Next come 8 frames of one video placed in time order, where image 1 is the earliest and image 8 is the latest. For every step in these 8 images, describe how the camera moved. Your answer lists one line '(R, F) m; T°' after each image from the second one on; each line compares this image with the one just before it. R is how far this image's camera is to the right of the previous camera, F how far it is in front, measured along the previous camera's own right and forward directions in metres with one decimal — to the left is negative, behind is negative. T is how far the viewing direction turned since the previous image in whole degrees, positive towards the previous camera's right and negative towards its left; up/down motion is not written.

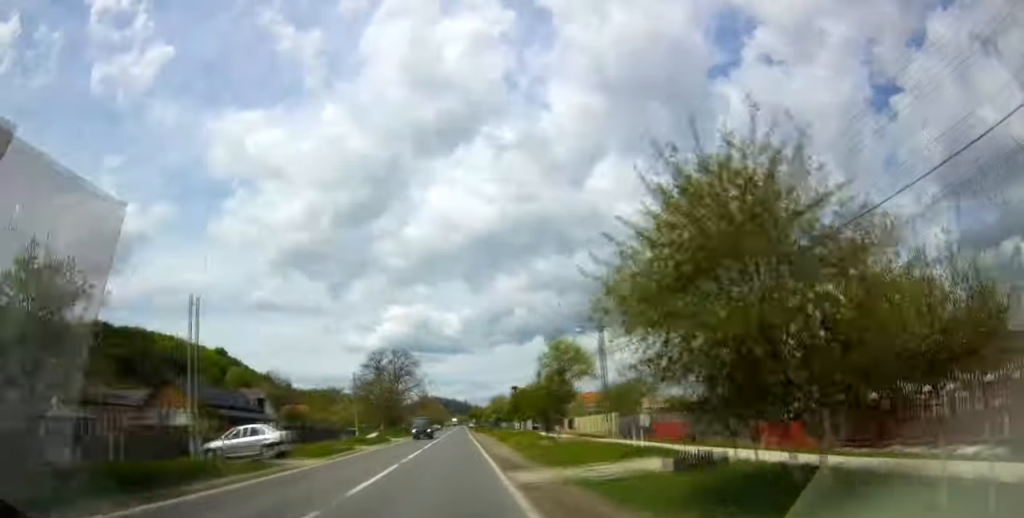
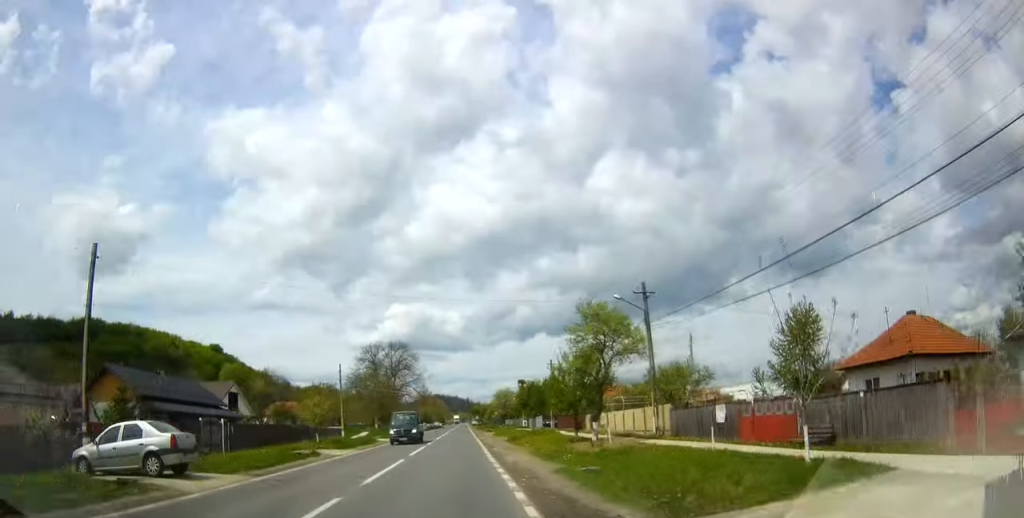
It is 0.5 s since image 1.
(+0.1, +10.1) m; 0°
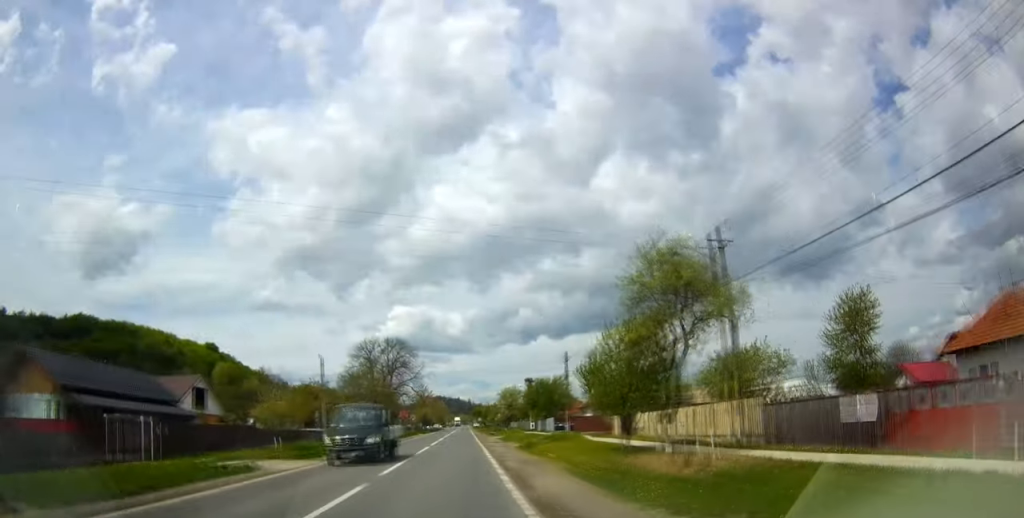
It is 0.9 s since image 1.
(+0.2, +9.2) m; 0°
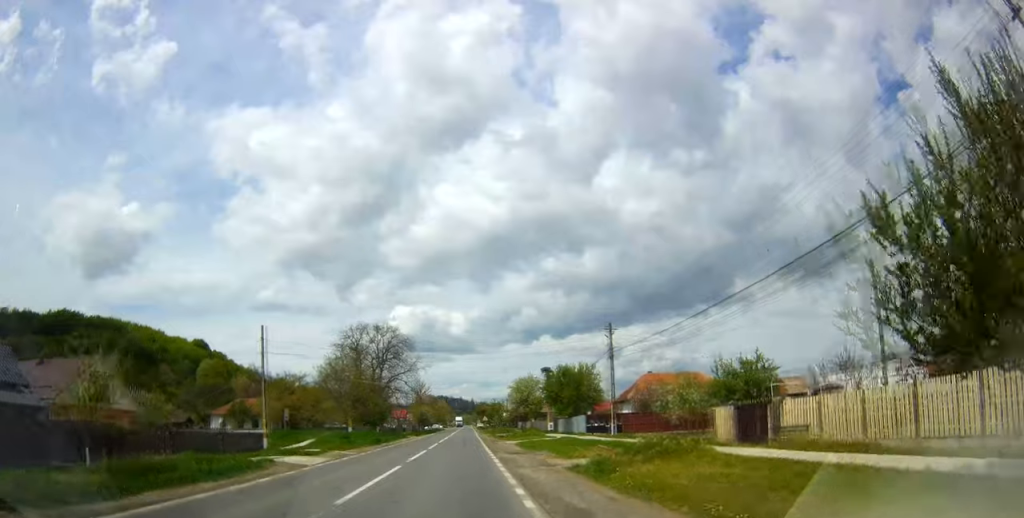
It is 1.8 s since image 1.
(-0.4, +17.6) m; 0°
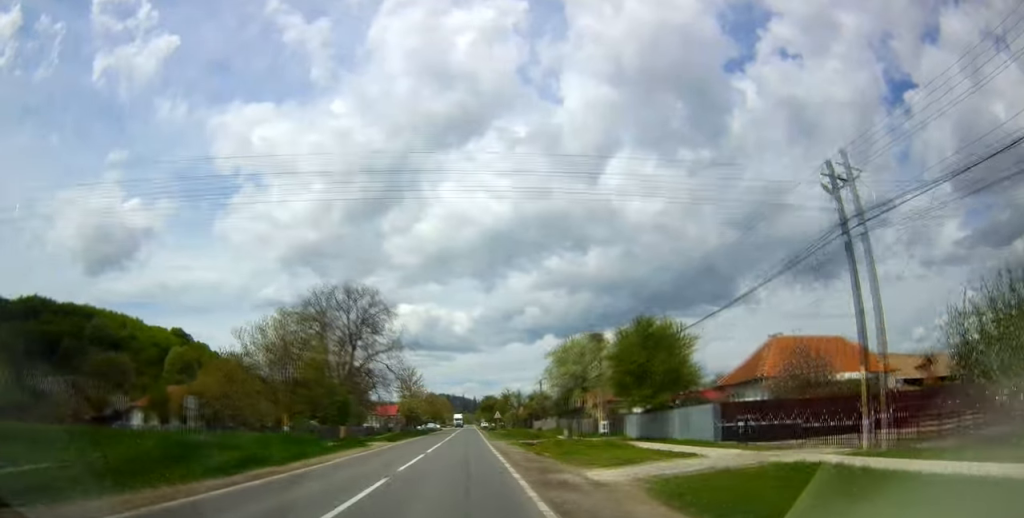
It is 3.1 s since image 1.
(+0.4, +28.7) m; -1°
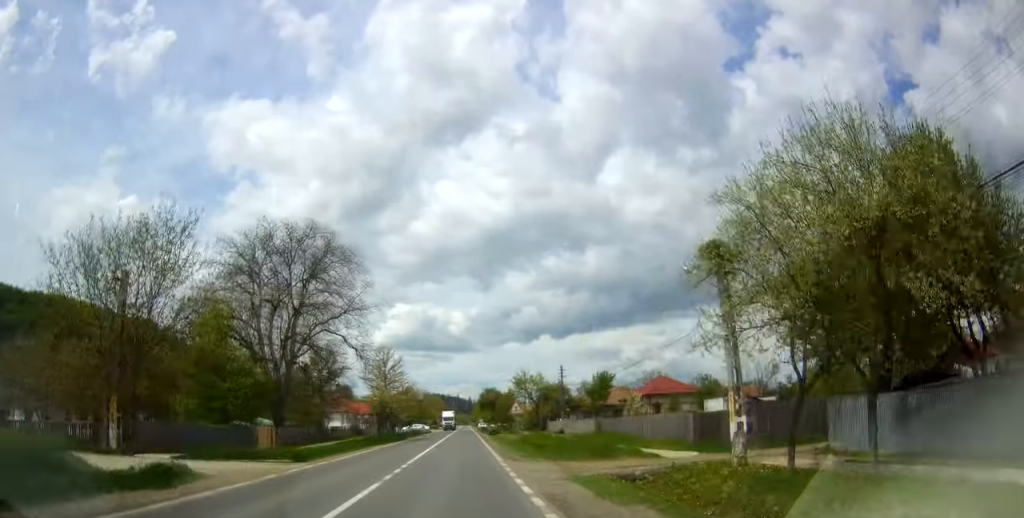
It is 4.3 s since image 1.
(-0.9, +25.5) m; -1°
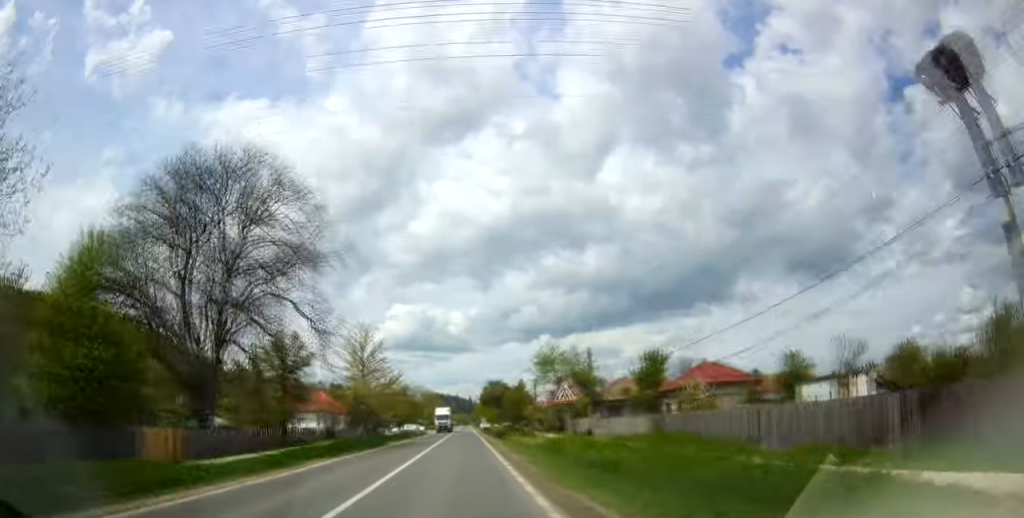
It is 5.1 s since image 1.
(+0.1, +16.2) m; +1°
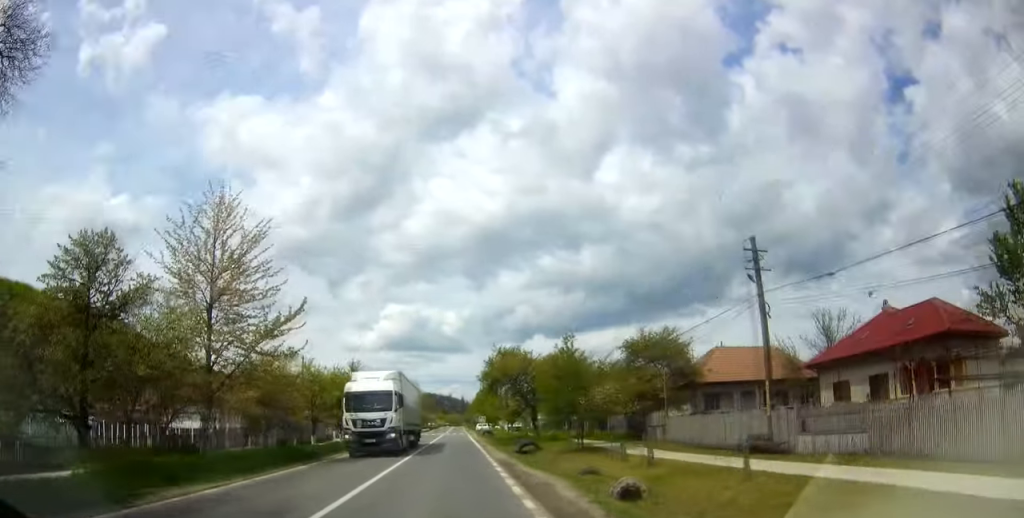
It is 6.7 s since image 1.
(+0.1, +34.3) m; 0°
